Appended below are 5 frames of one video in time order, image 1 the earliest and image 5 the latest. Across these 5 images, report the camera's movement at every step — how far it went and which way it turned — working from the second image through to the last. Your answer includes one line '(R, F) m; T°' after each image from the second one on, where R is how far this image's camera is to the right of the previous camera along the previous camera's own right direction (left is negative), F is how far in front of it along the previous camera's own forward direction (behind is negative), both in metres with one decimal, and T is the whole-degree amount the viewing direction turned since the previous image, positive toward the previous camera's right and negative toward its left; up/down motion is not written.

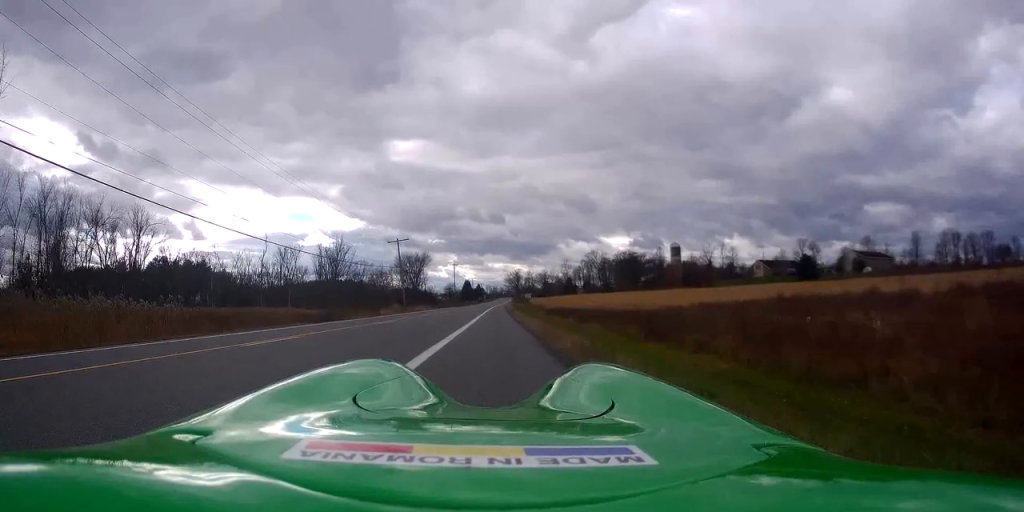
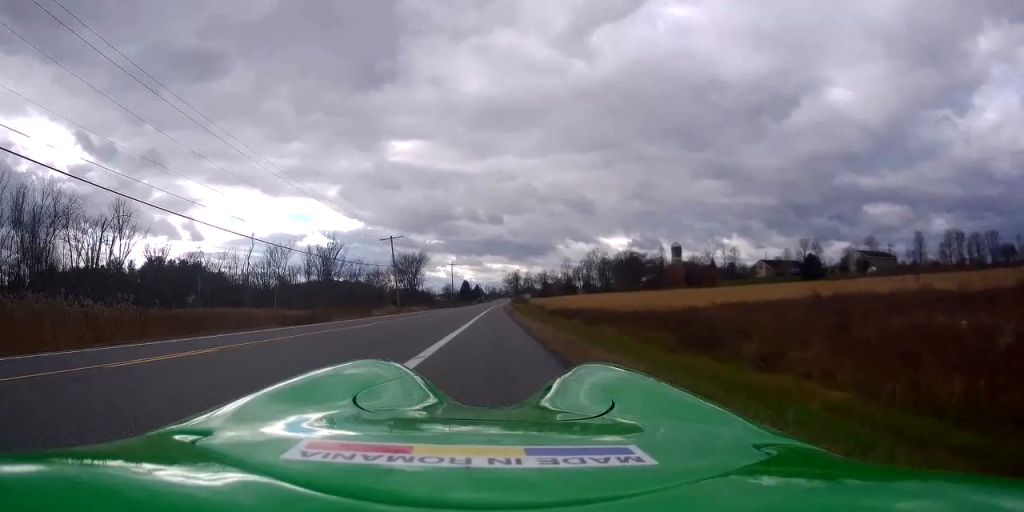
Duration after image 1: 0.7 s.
(-0.3, +3.9) m; +2°
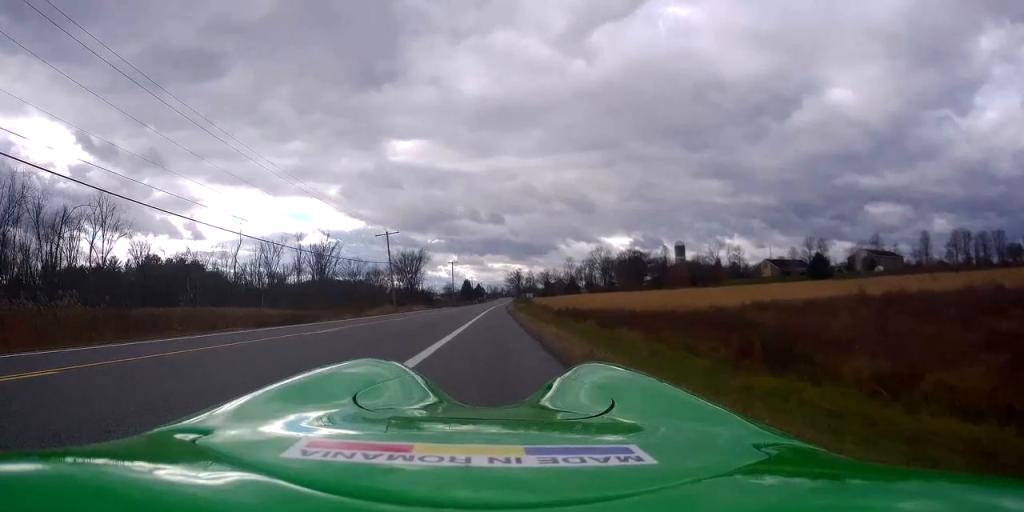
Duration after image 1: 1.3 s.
(+0.2, +4.0) m; +2°
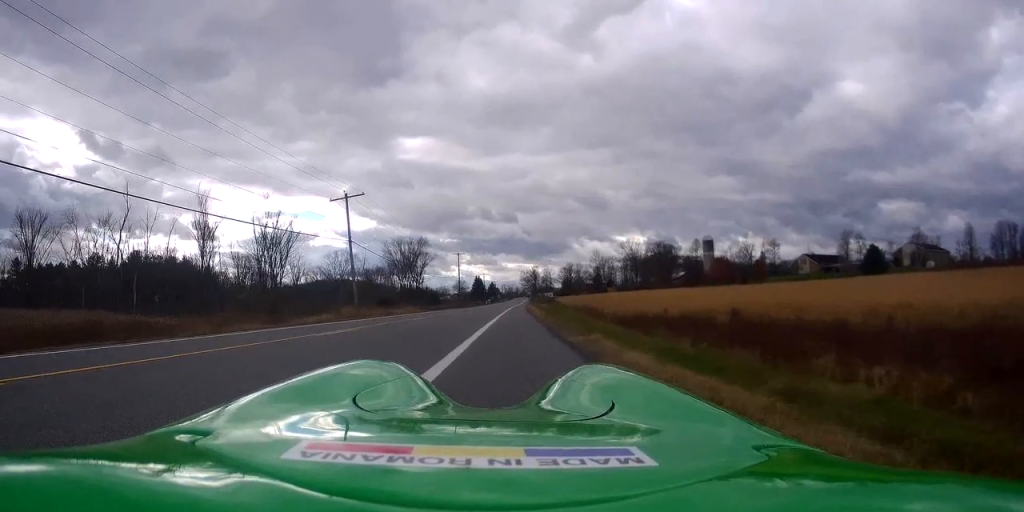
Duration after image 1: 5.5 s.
(+0.6, +25.2) m; 0°
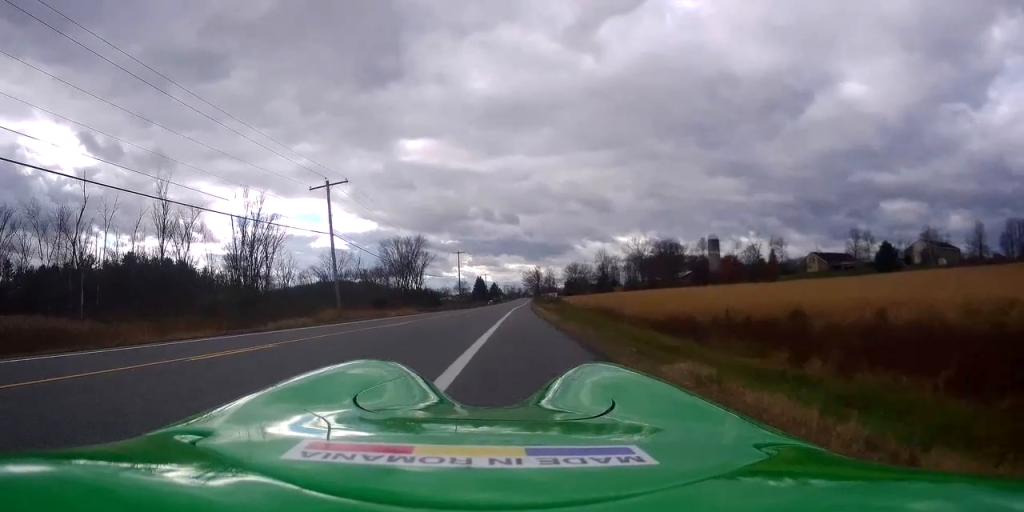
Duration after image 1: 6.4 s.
(-0.2, +5.8) m; -1°
